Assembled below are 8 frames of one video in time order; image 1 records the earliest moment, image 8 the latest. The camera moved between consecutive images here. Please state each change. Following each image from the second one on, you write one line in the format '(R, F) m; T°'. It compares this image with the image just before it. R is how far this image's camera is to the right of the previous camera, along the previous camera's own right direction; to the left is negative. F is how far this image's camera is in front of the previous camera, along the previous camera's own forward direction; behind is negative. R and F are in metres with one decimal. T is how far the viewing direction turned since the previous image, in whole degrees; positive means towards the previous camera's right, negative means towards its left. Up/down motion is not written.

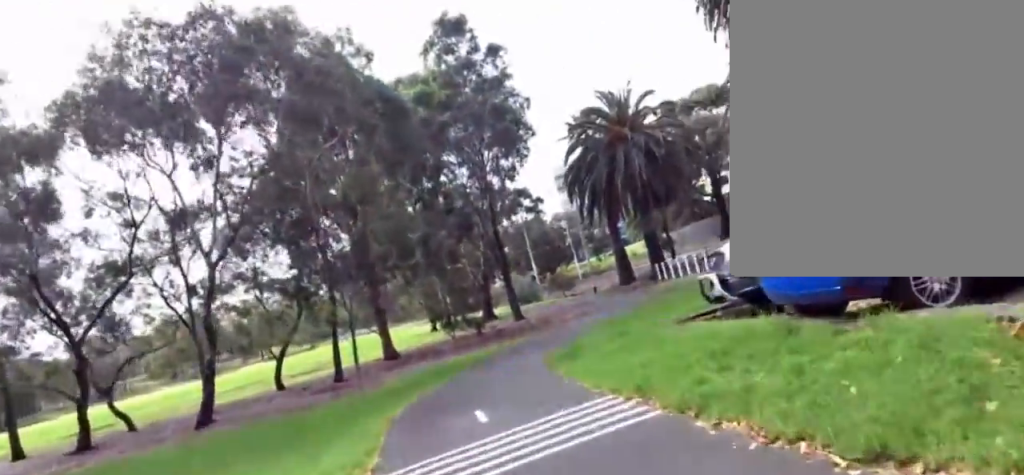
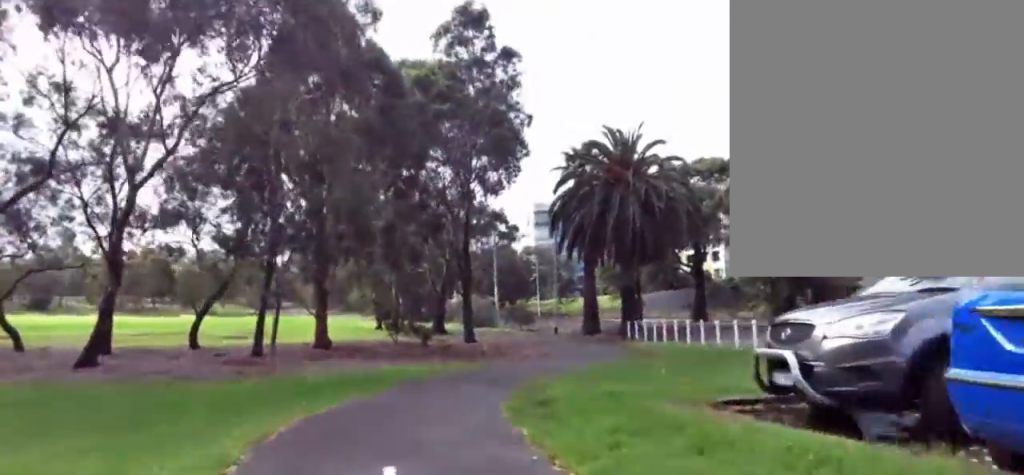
(+0.4, +3.2) m; +2°
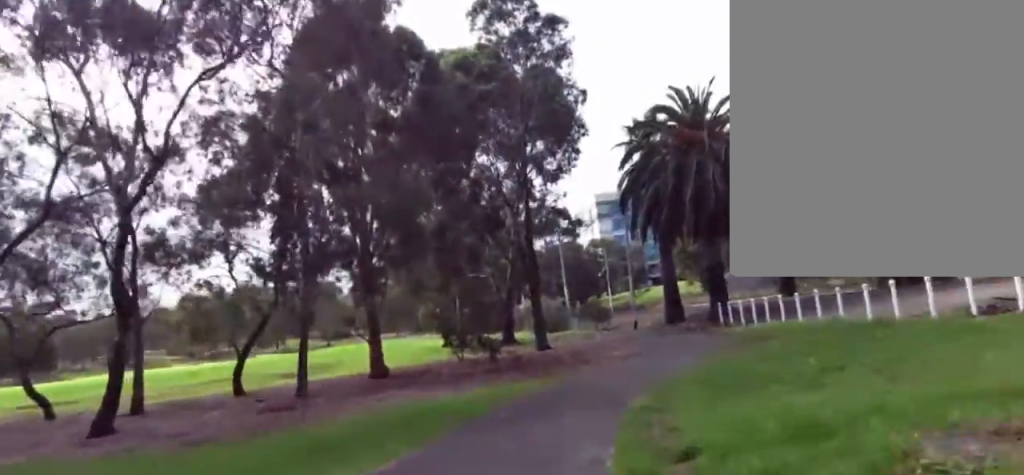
(+0.3, +3.5) m; +2°
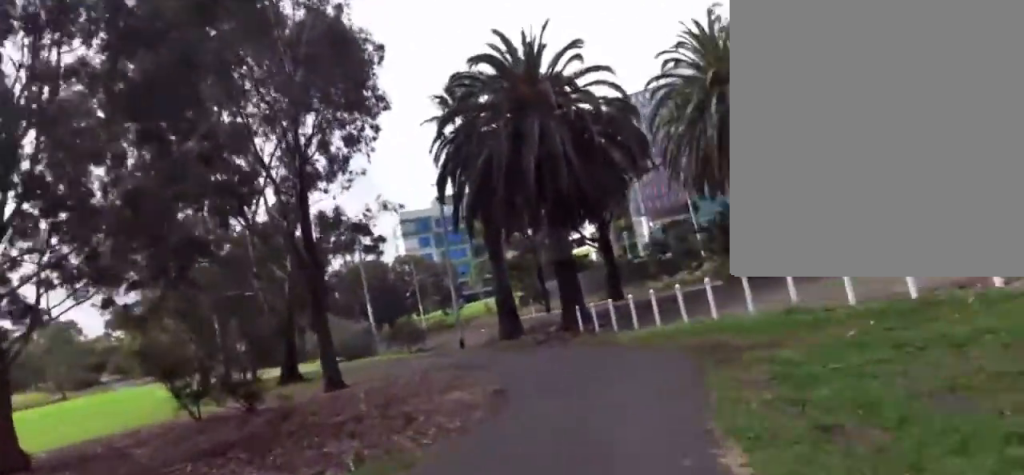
(+0.1, +9.1) m; +6°
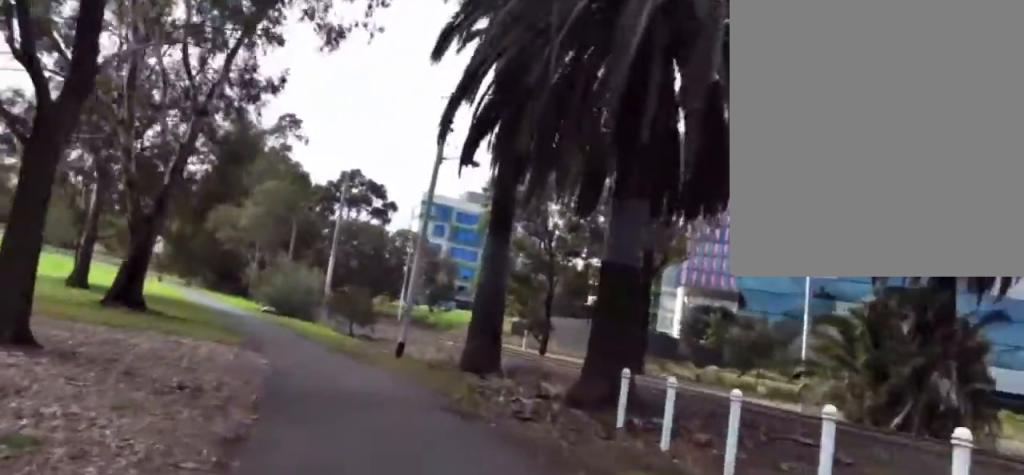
(+0.6, +11.8) m; -9°
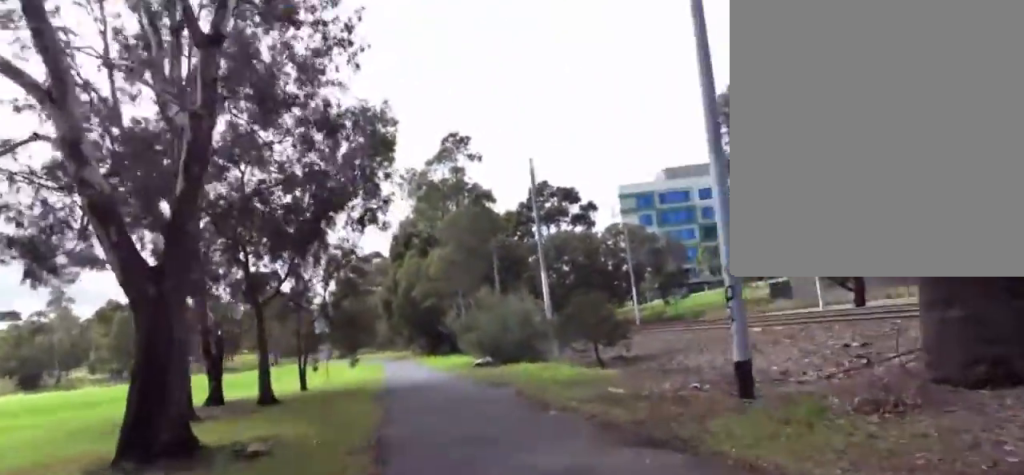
(-1.0, +10.1) m; -3°
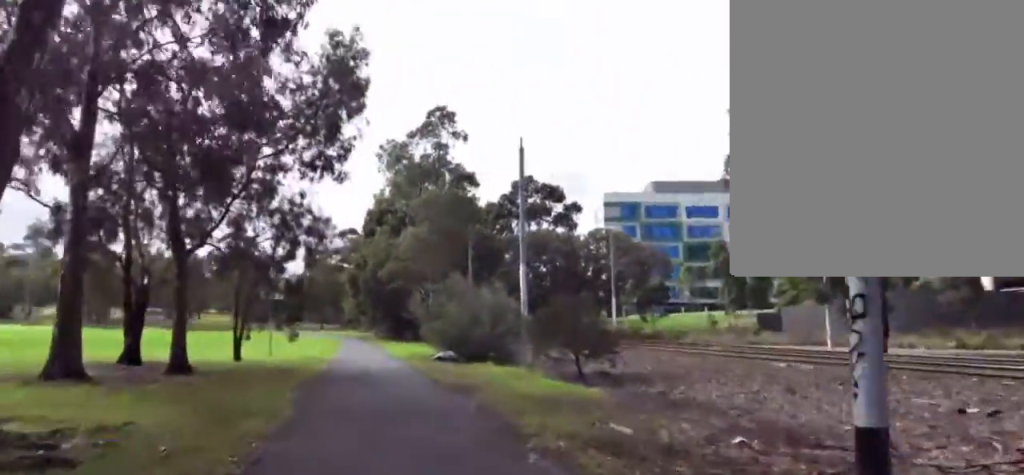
(+0.4, +3.0) m; 0°
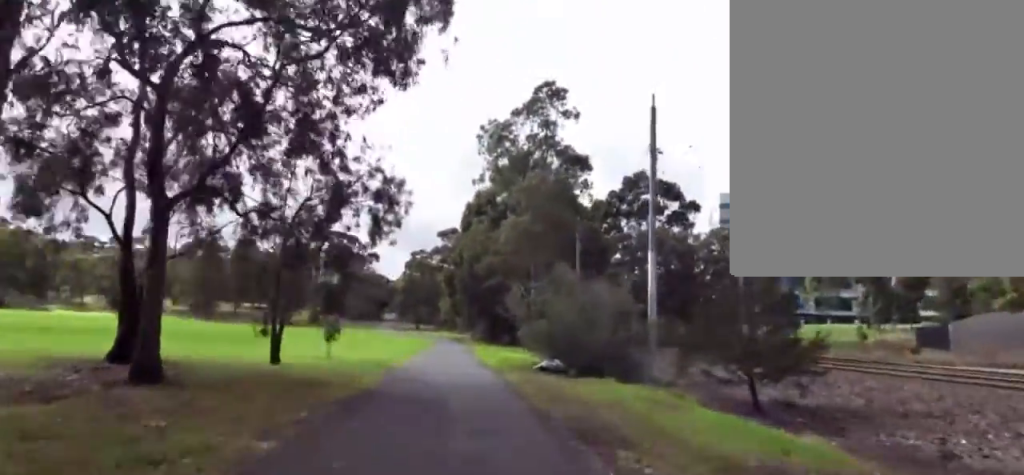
(-0.5, +5.3) m; -9°
